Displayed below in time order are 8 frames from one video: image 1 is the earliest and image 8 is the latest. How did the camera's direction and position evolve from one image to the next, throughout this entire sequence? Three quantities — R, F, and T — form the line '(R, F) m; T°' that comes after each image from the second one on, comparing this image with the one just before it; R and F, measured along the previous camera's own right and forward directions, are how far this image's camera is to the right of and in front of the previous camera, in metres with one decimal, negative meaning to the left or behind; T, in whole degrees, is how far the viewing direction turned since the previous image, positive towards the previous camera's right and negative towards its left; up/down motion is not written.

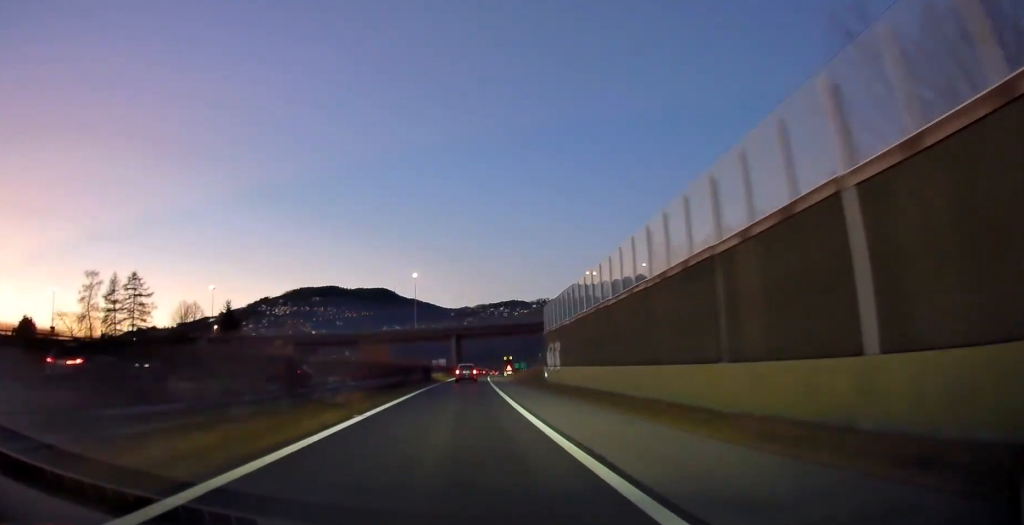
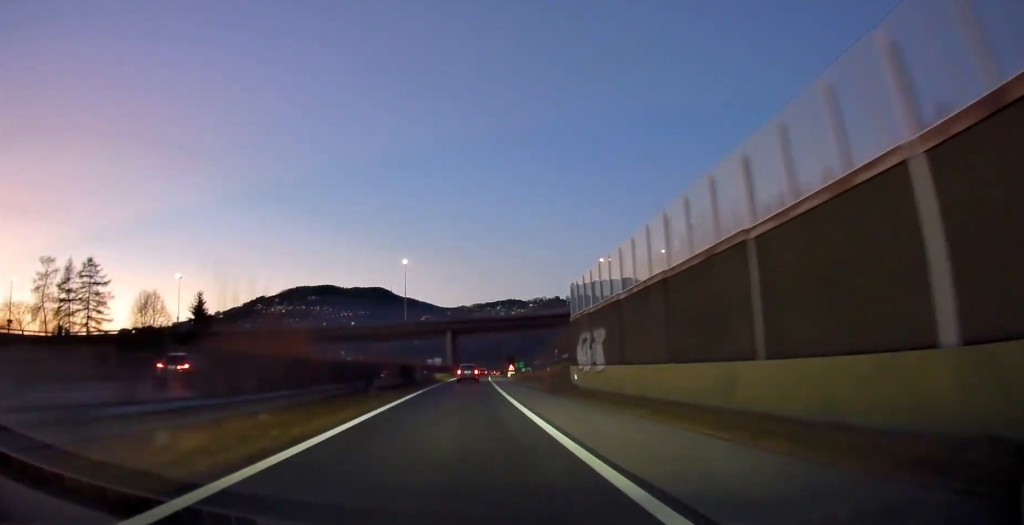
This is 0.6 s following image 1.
(-0.2, +13.4) m; 0°
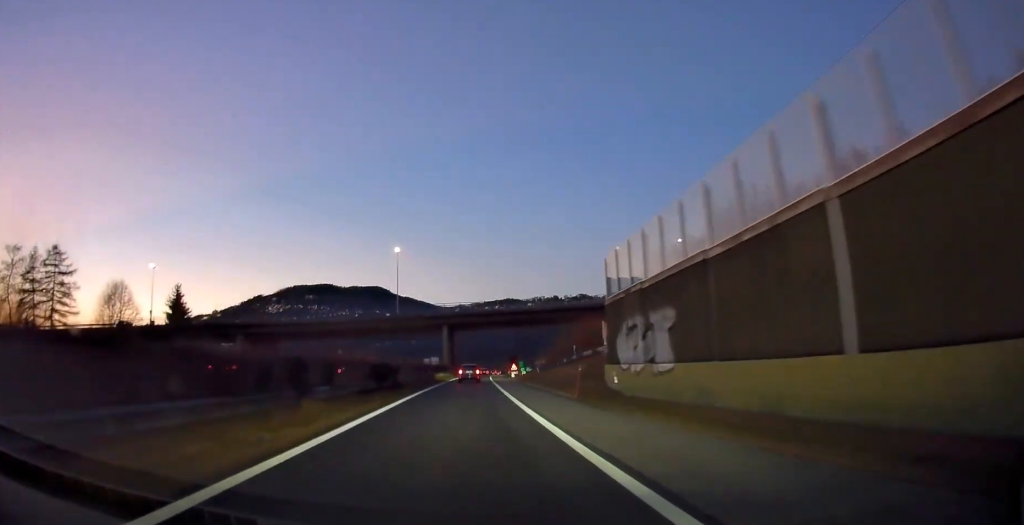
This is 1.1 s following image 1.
(-0.1, +9.9) m; 0°
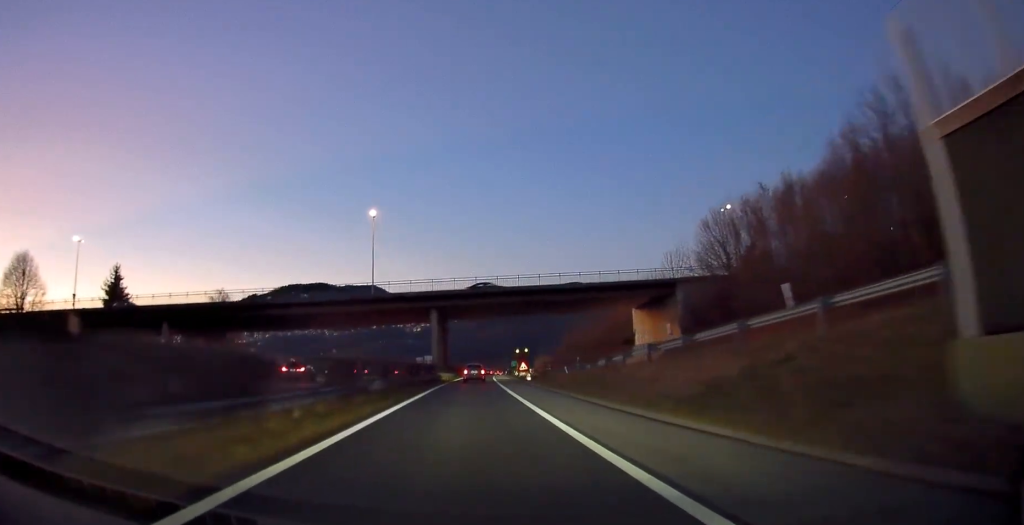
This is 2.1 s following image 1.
(+0.1, +20.3) m; +1°
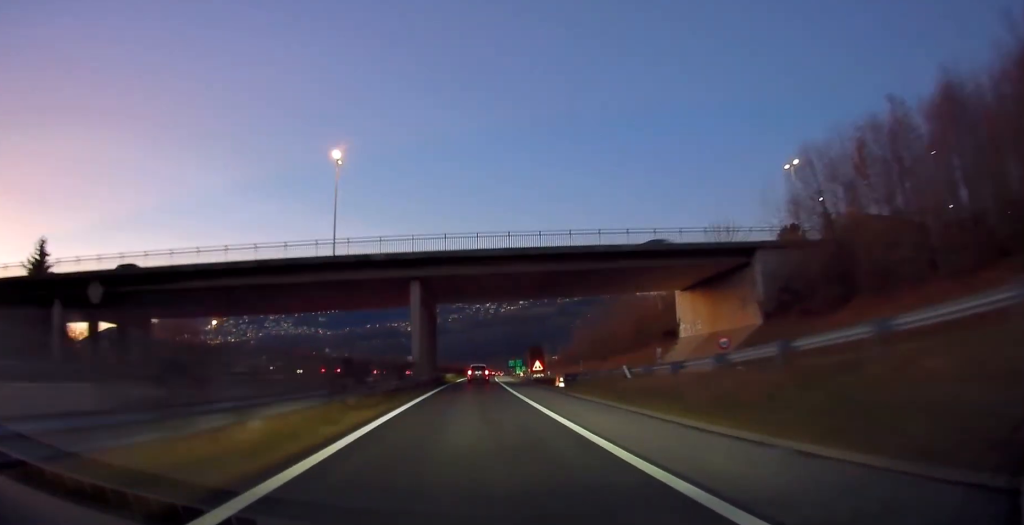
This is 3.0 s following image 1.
(+0.2, +19.0) m; 0°
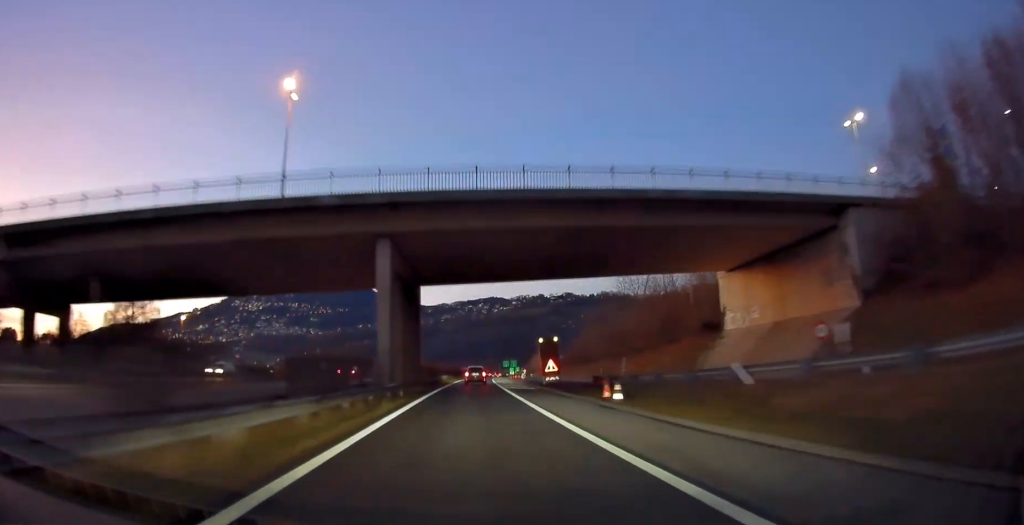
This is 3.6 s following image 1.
(-0.2, +13.4) m; 0°
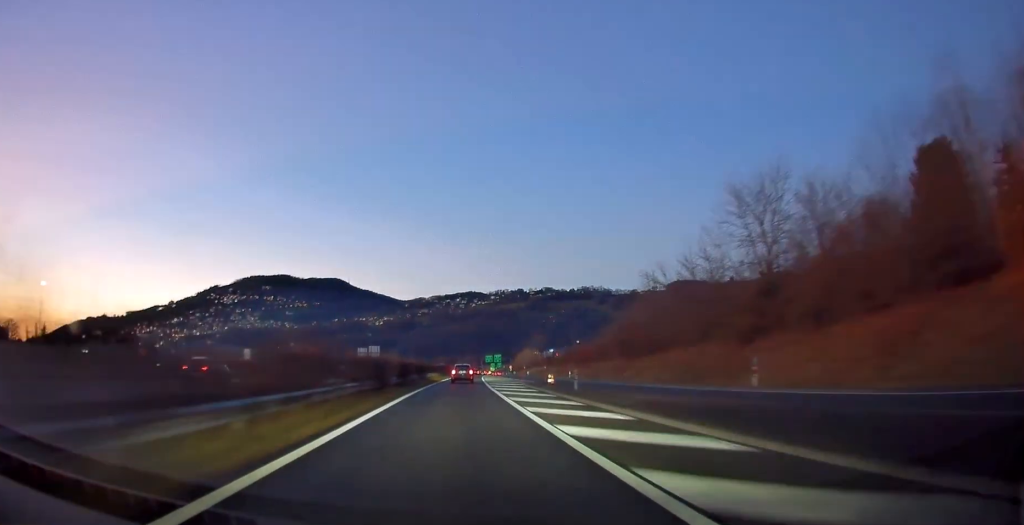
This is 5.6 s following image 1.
(+1.1, +42.8) m; +2°
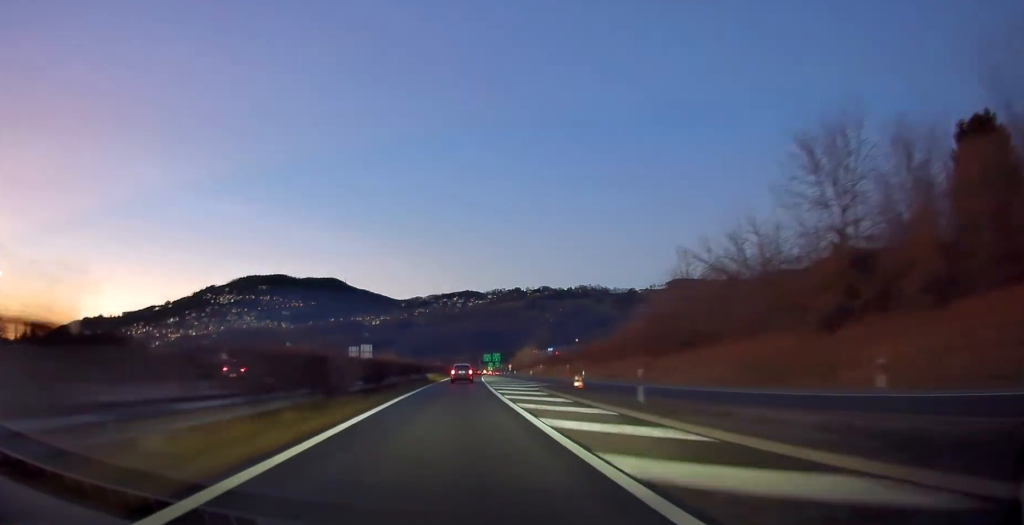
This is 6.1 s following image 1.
(+0.2, +10.1) m; 0°
